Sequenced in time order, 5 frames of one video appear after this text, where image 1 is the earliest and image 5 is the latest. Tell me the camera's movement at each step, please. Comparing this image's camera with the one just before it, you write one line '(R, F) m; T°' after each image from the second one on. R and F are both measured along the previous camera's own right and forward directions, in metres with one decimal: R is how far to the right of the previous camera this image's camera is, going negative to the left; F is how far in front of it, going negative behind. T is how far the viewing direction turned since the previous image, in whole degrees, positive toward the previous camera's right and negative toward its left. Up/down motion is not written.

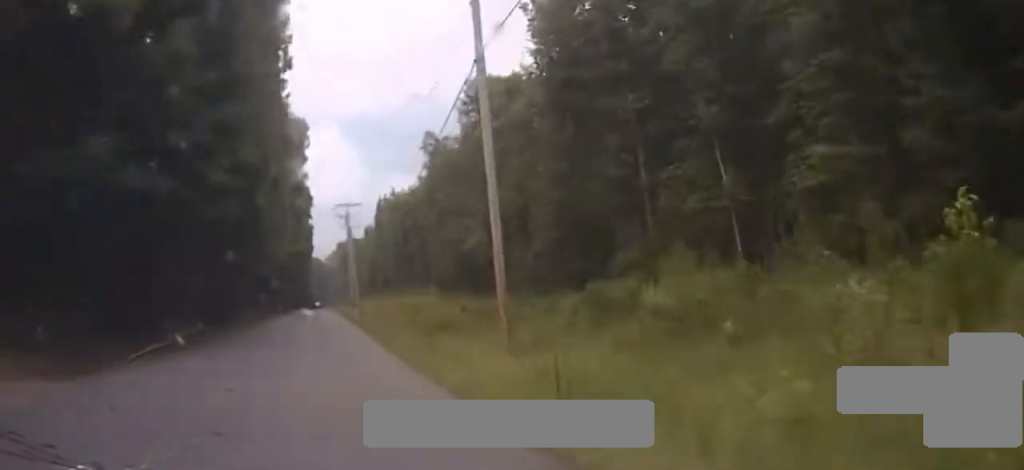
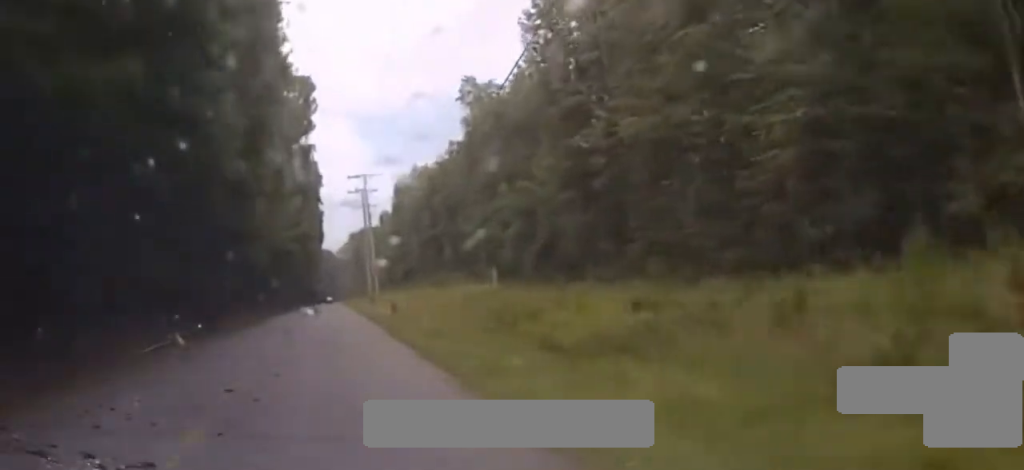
(-0.1, +16.7) m; -1°
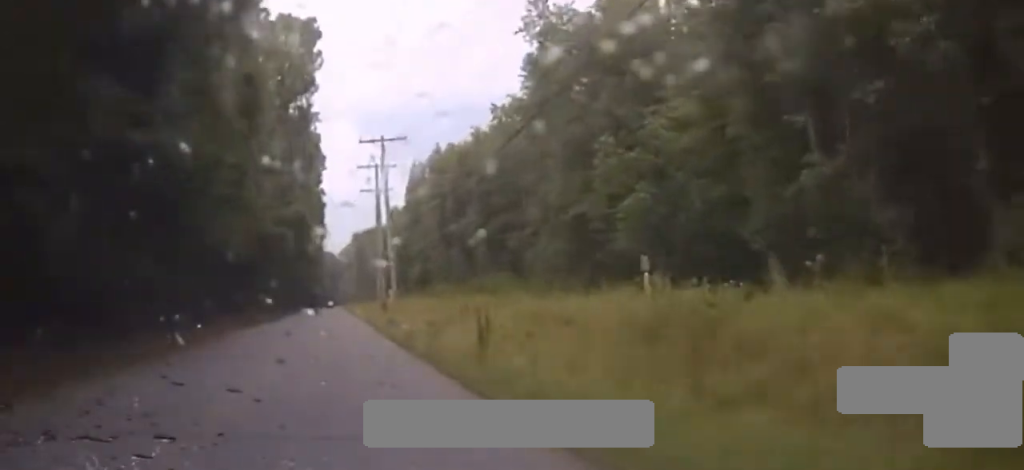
(-0.2, +20.2) m; 0°
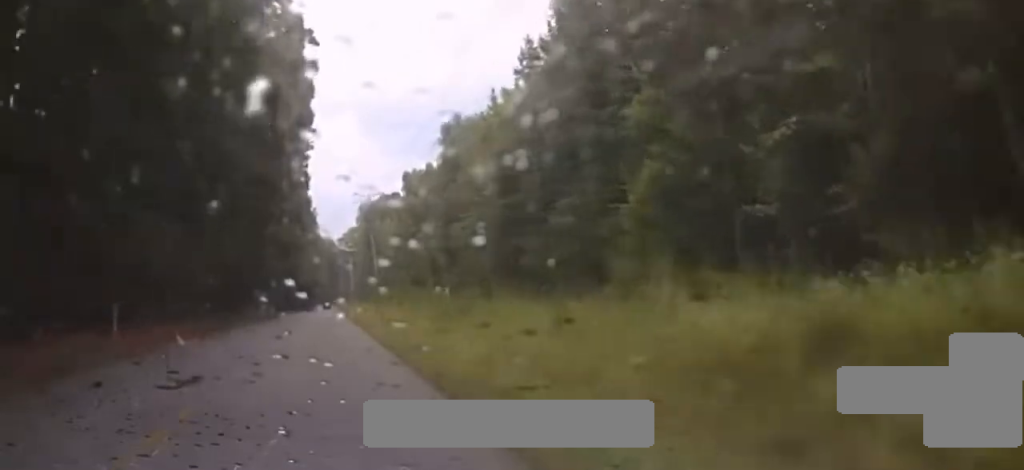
(+0.9, +87.9) m; -1°
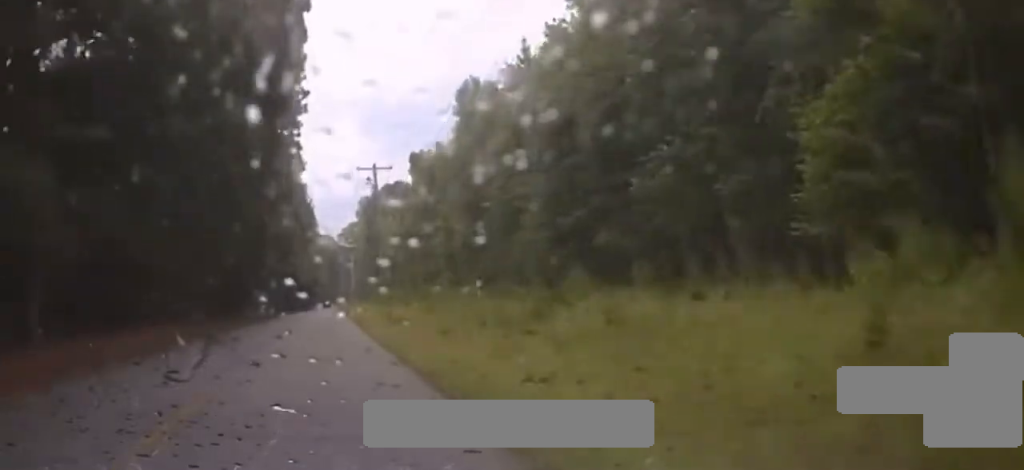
(-0.5, +12.3) m; -1°
